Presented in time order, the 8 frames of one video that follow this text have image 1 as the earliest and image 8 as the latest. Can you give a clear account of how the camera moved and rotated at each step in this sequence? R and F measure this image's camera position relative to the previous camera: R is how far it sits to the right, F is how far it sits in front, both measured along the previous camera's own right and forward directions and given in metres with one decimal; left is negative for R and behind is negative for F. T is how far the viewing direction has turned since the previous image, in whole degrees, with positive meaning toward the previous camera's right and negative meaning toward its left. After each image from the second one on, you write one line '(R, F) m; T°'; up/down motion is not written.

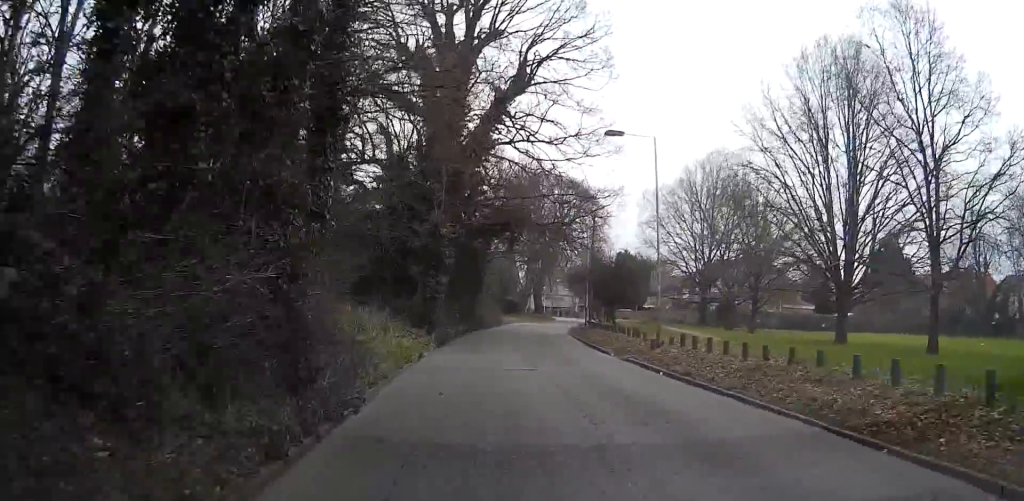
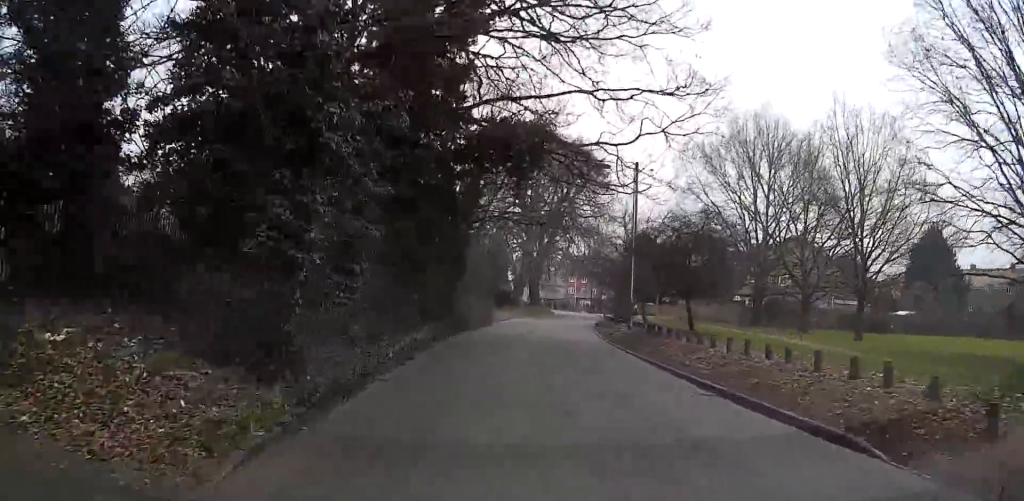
(0.0, +16.8) m; 0°
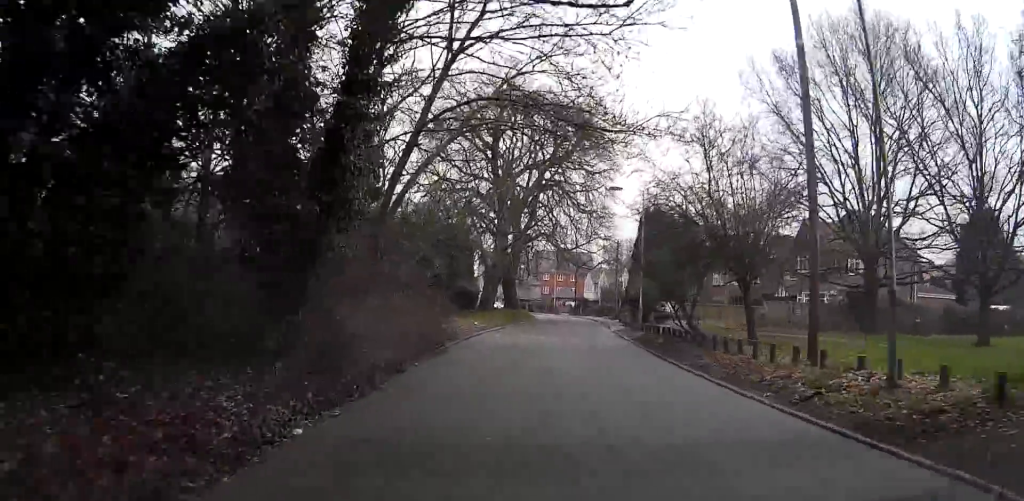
(+0.3, +19.7) m; +1°
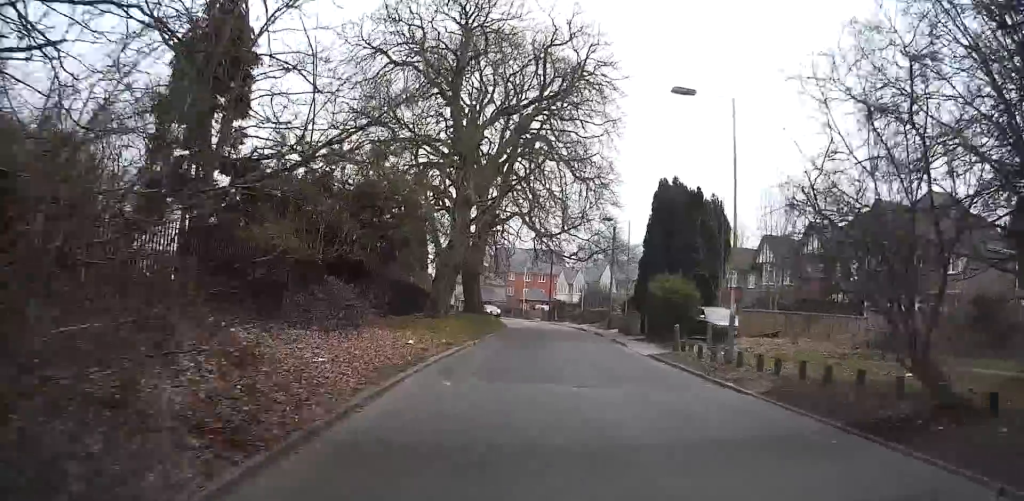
(+0.1, +15.3) m; +4°
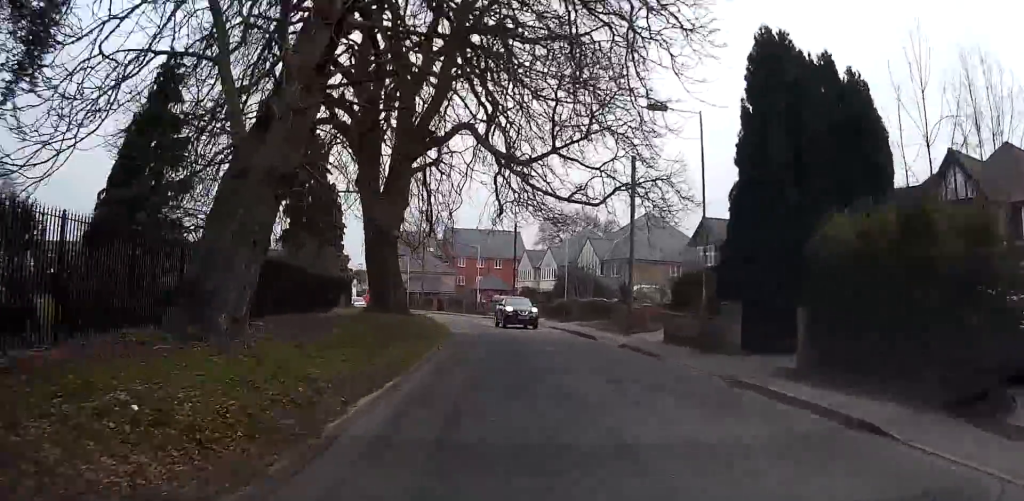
(+1.6, +21.9) m; +5°
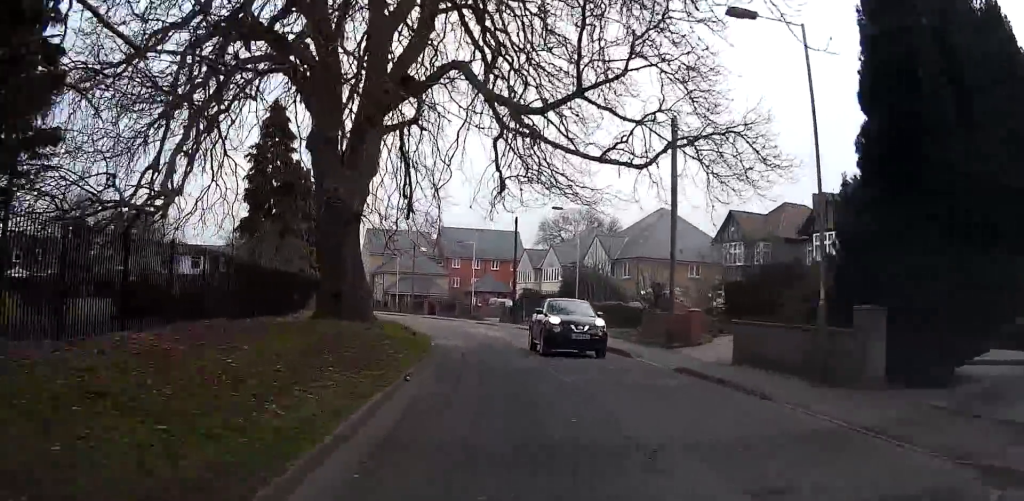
(0.0, +7.2) m; 0°
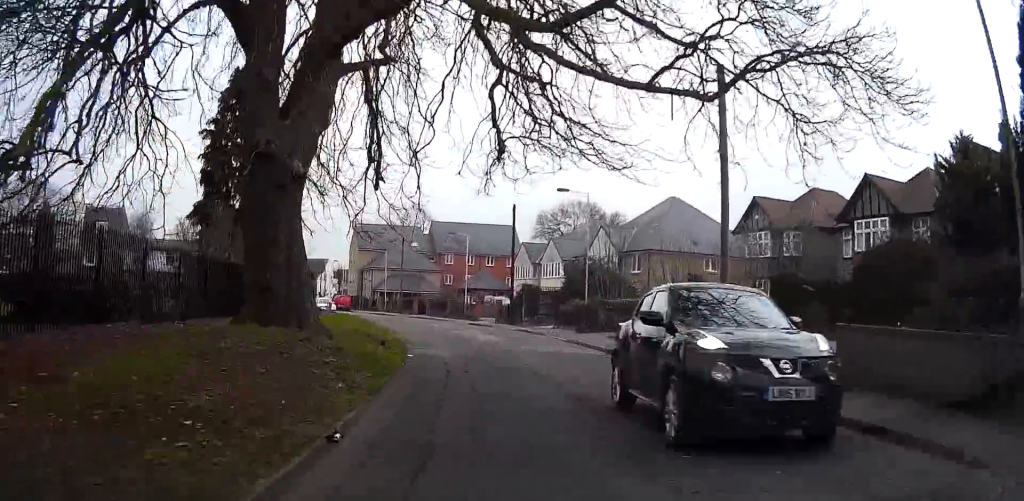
(0.0, +5.4) m; 0°
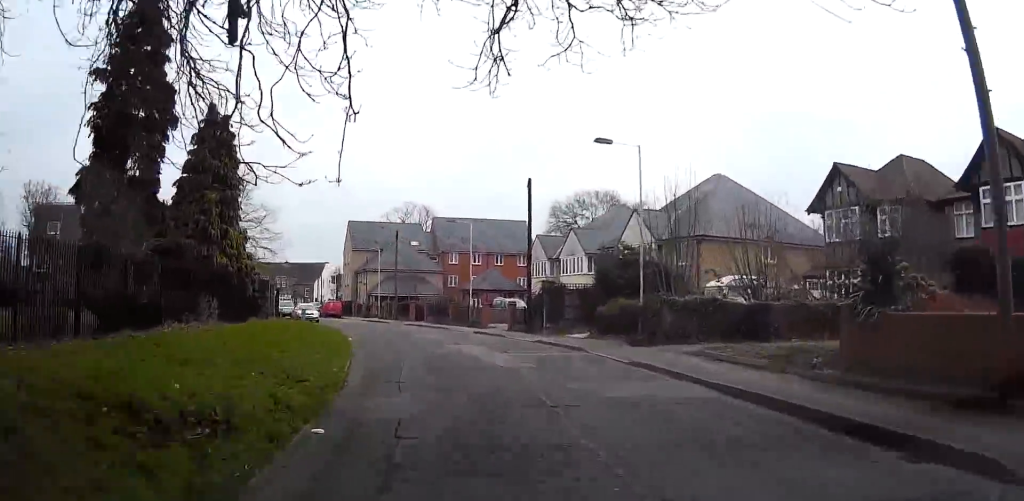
(-0.1, +9.6) m; -2°
